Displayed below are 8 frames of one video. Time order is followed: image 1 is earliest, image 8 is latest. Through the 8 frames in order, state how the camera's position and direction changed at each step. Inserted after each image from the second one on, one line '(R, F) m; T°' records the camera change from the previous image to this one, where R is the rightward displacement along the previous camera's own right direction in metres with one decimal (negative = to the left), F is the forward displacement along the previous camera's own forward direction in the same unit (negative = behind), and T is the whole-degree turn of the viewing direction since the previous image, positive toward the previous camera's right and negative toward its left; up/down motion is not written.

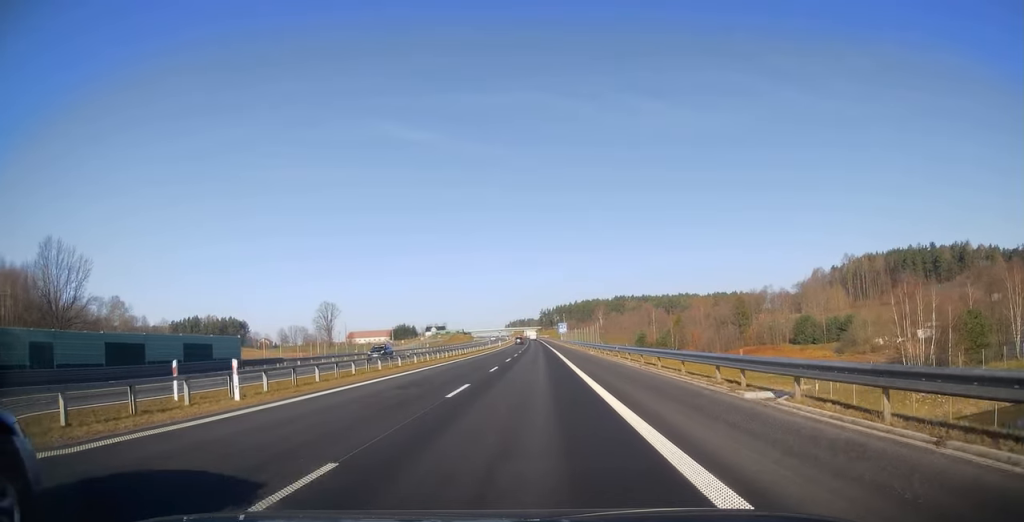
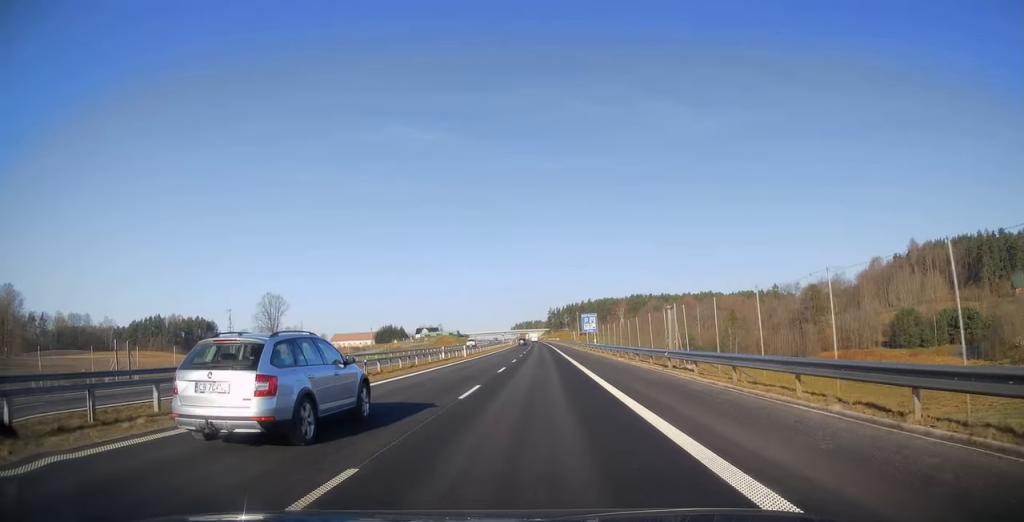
(0.0, +60.1) m; 0°
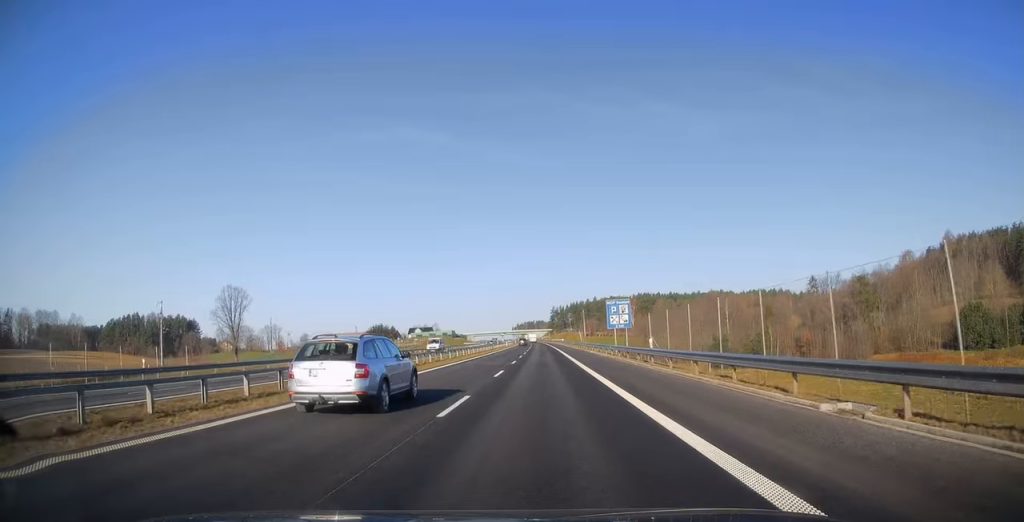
(-0.3, +27.5) m; -1°
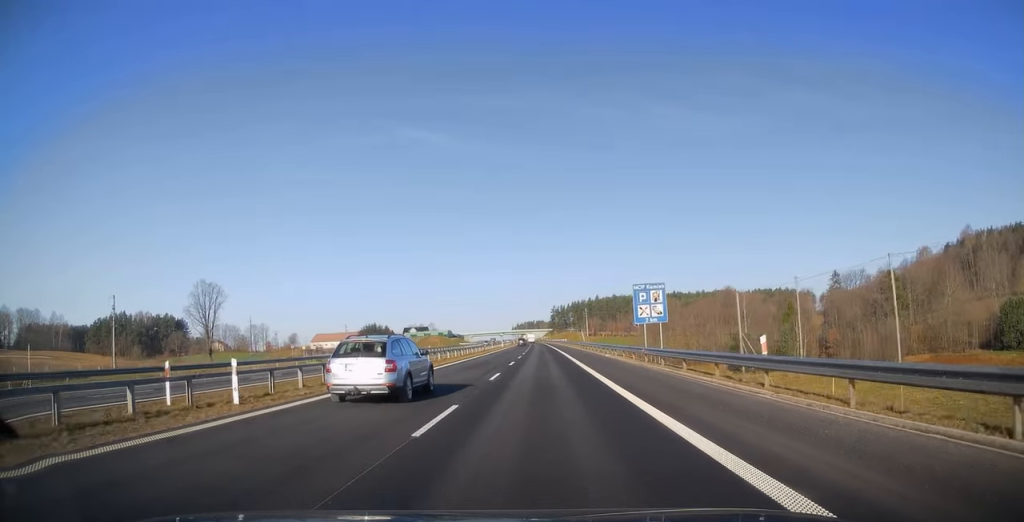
(0.0, +14.2) m; 0°
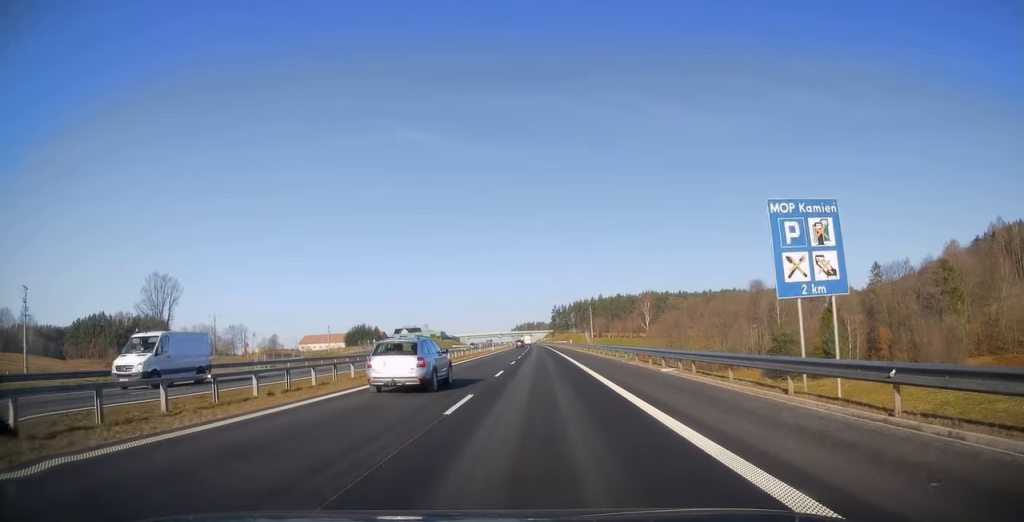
(-0.1, +21.3) m; +1°
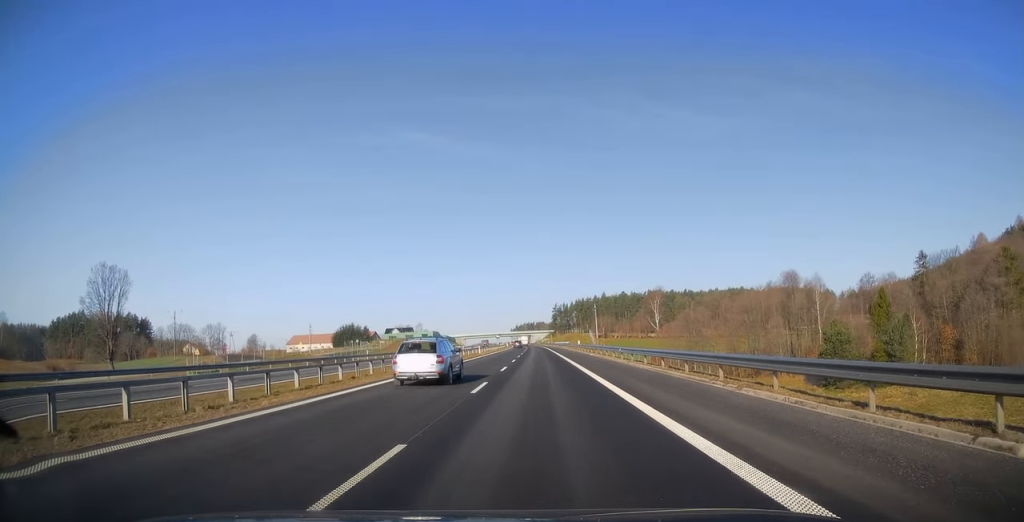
(+0.3, +19.2) m; 0°
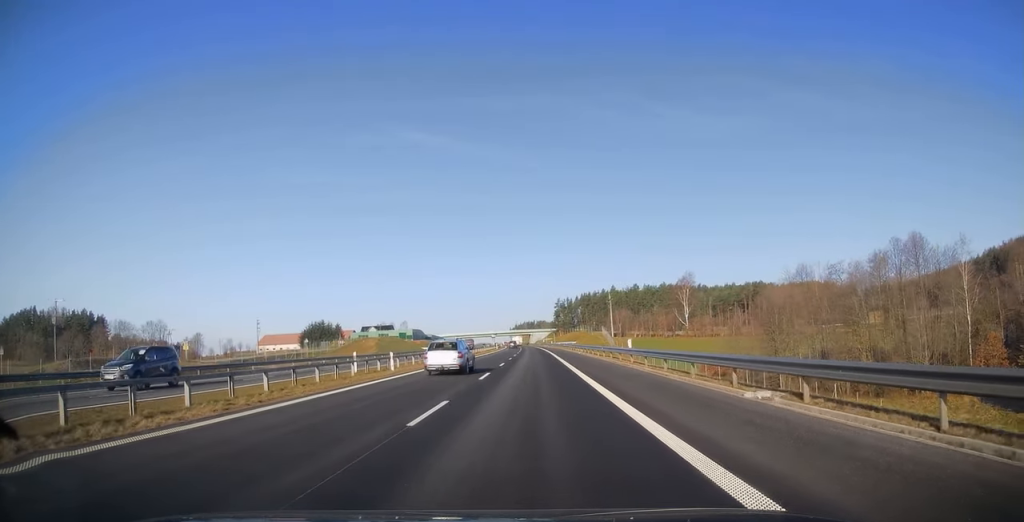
(-0.3, +42.0) m; -1°
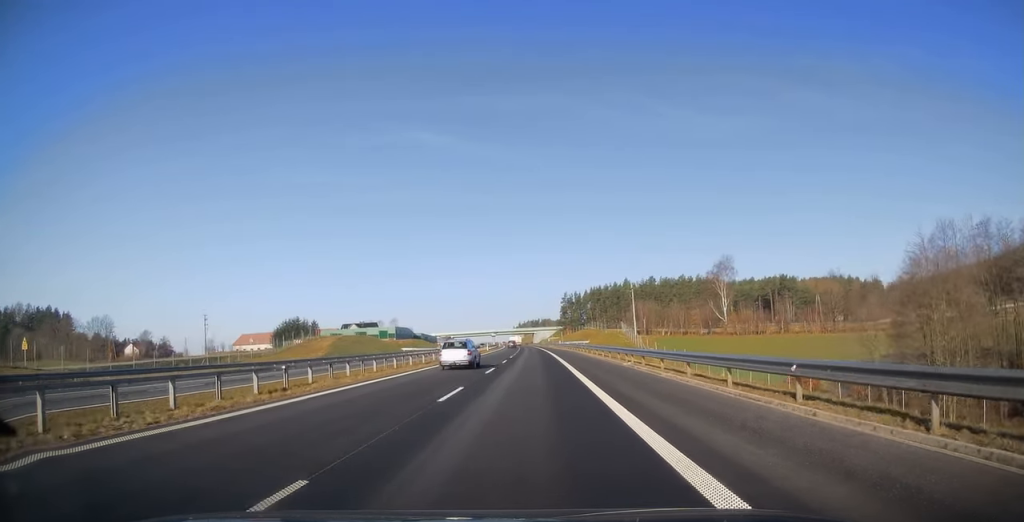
(0.0, +31.9) m; 0°
